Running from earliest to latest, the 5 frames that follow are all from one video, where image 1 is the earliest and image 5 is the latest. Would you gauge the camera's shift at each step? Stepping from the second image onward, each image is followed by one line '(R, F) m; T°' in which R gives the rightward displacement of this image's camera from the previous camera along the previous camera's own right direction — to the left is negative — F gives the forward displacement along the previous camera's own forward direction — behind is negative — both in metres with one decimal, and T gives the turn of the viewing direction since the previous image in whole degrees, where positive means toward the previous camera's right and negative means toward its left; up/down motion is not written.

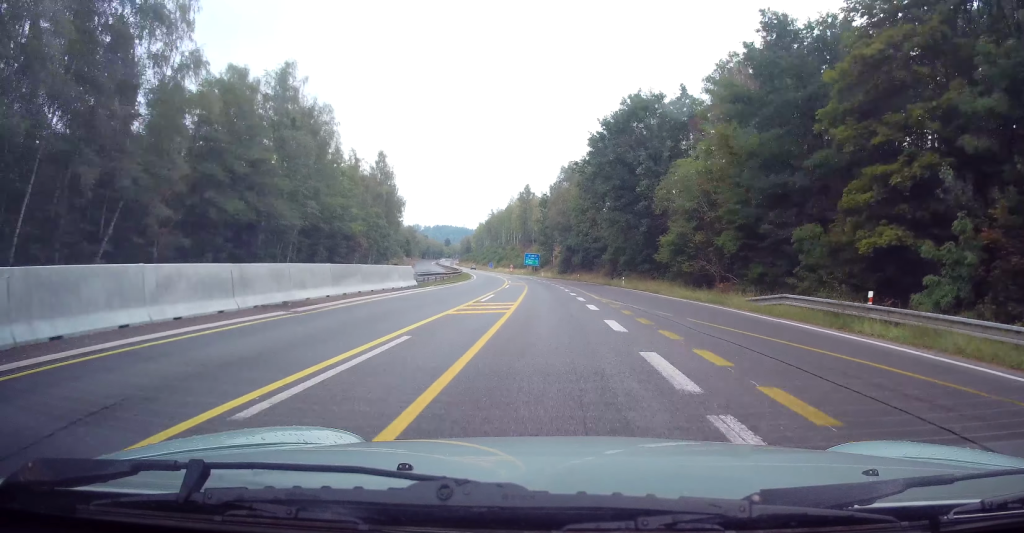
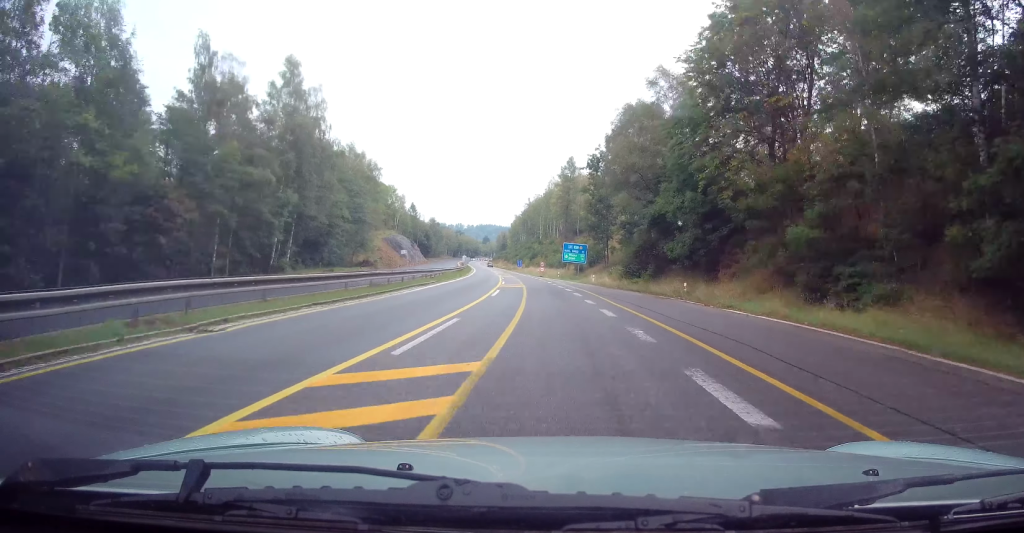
(-3.1, +49.1) m; -6°
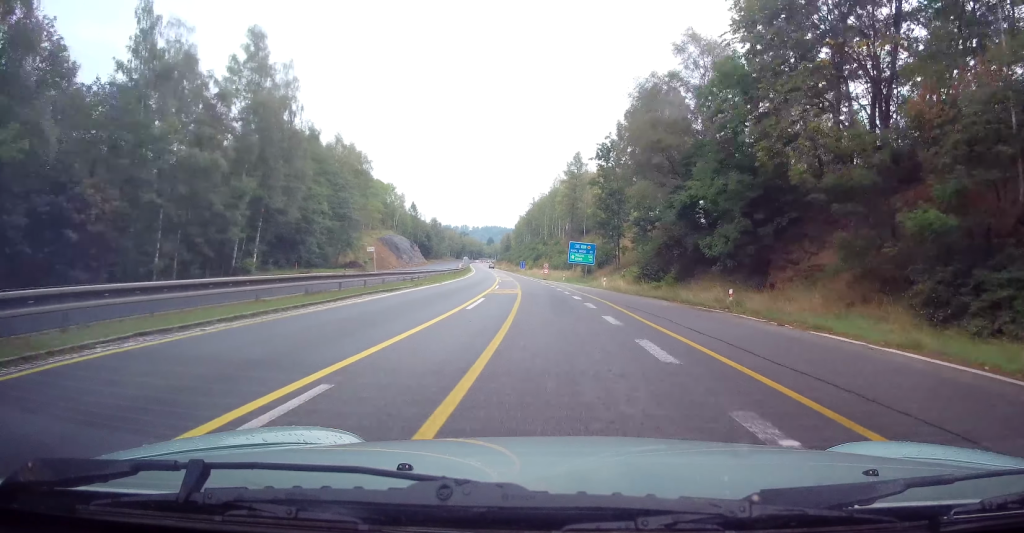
(0.0, +8.4) m; 0°
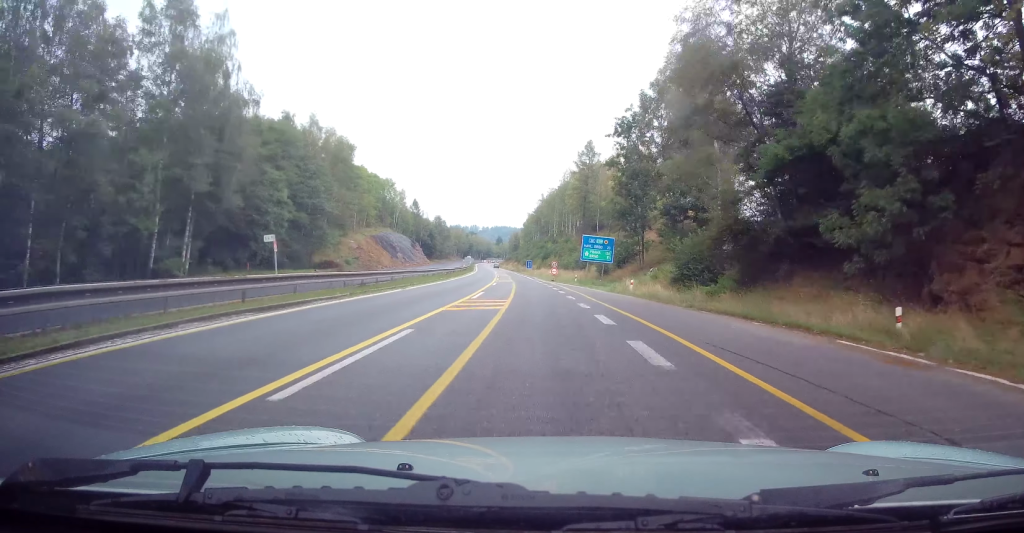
(0.0, +12.3) m; -1°
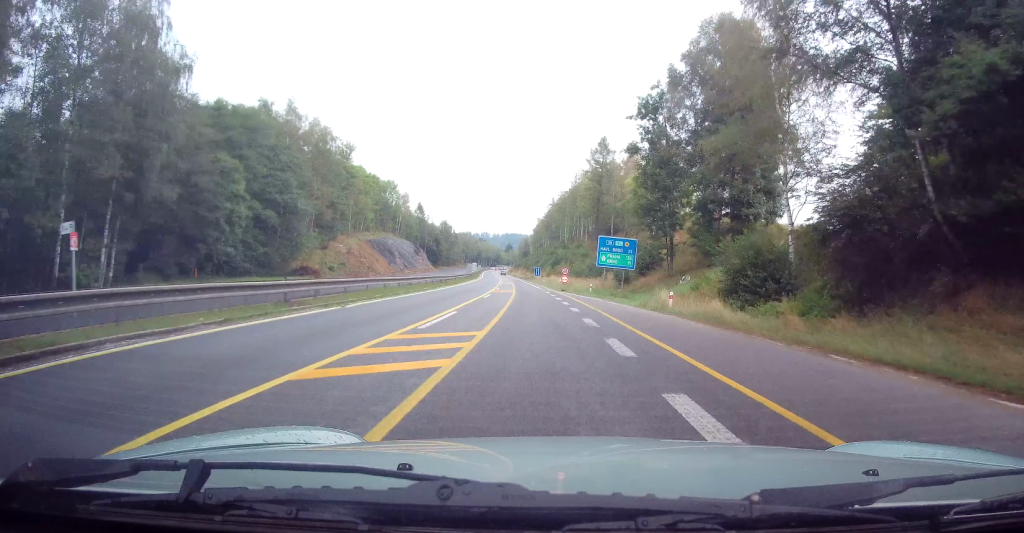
(+0.1, +9.8) m; -1°
